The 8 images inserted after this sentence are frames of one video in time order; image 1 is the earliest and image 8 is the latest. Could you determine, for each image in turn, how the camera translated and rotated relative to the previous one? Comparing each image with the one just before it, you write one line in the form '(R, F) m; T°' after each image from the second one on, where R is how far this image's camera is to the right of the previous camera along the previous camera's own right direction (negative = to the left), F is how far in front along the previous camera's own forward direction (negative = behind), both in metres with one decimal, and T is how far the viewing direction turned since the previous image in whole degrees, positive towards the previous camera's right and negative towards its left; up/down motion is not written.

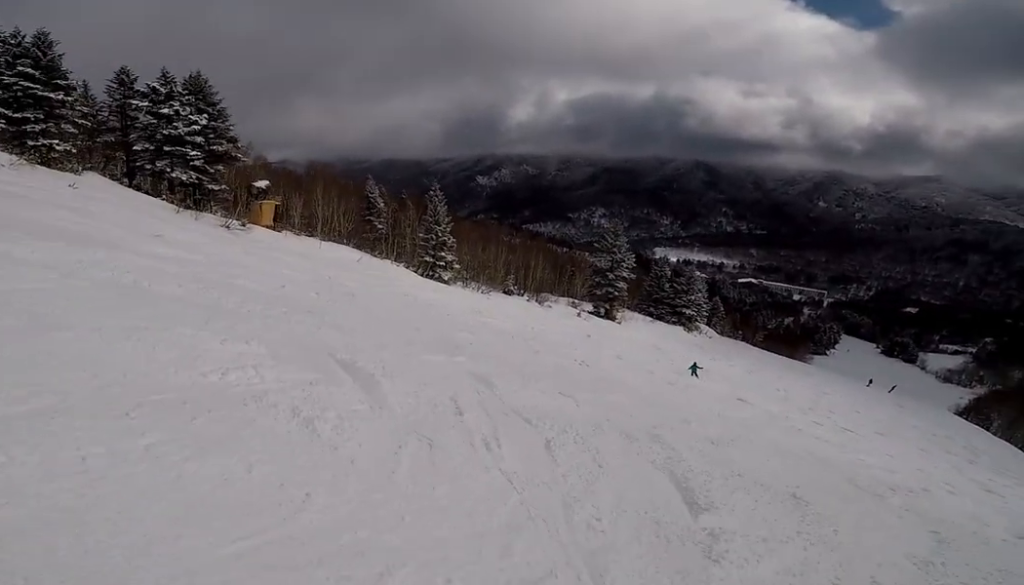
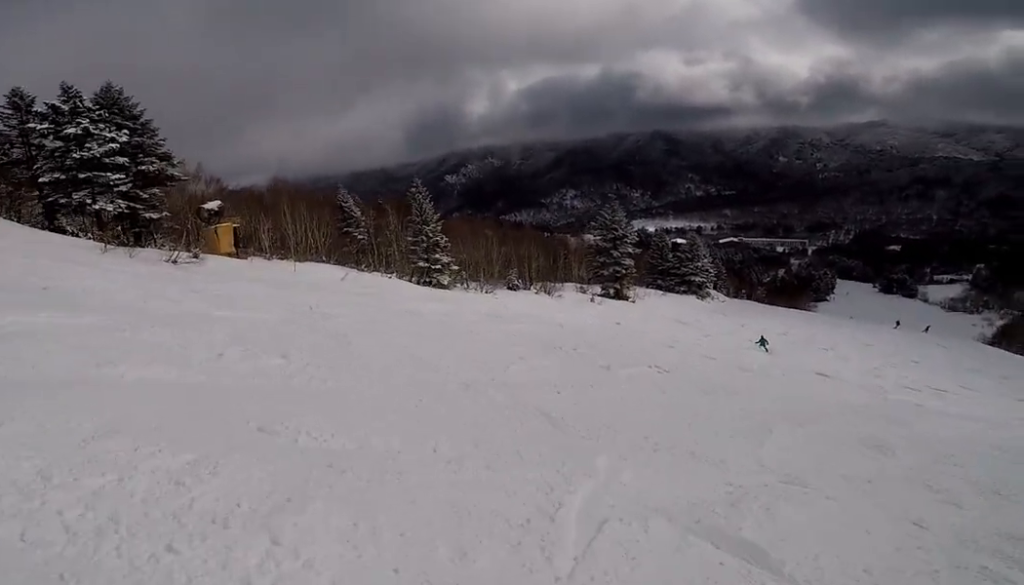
(0.0, +4.7) m; +11°
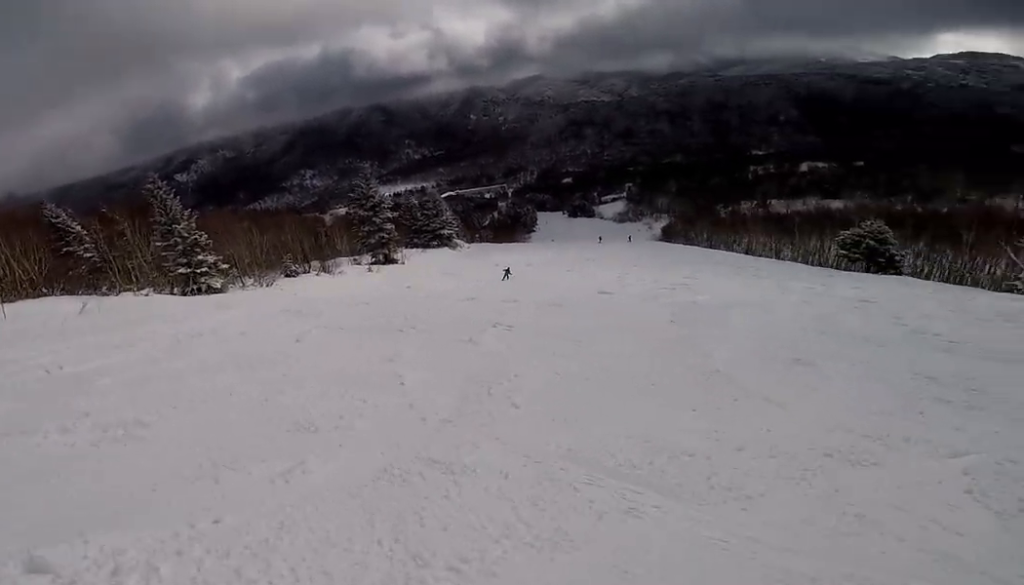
(+0.8, +3.5) m; +32°
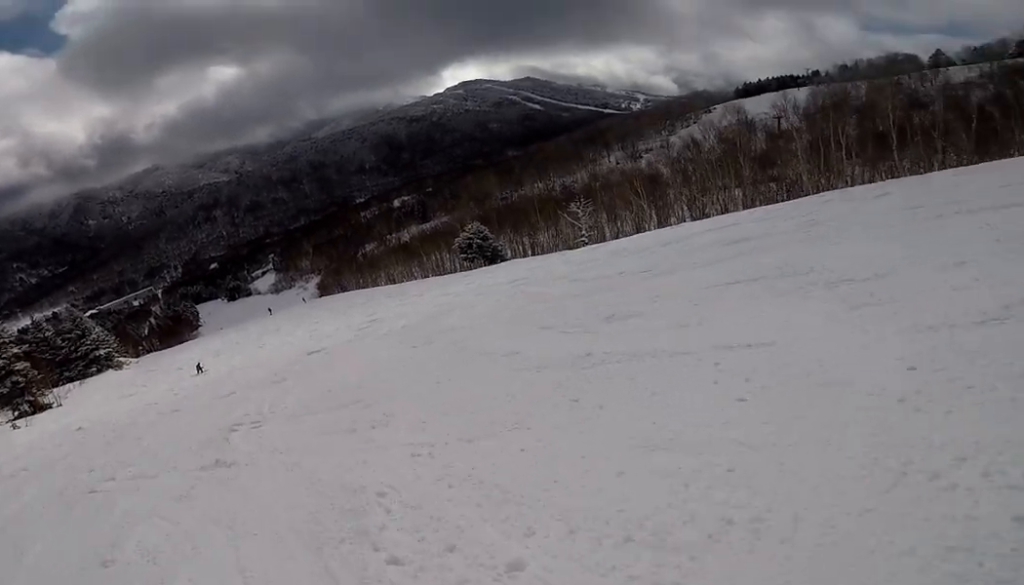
(+1.3, +3.9) m; +25°
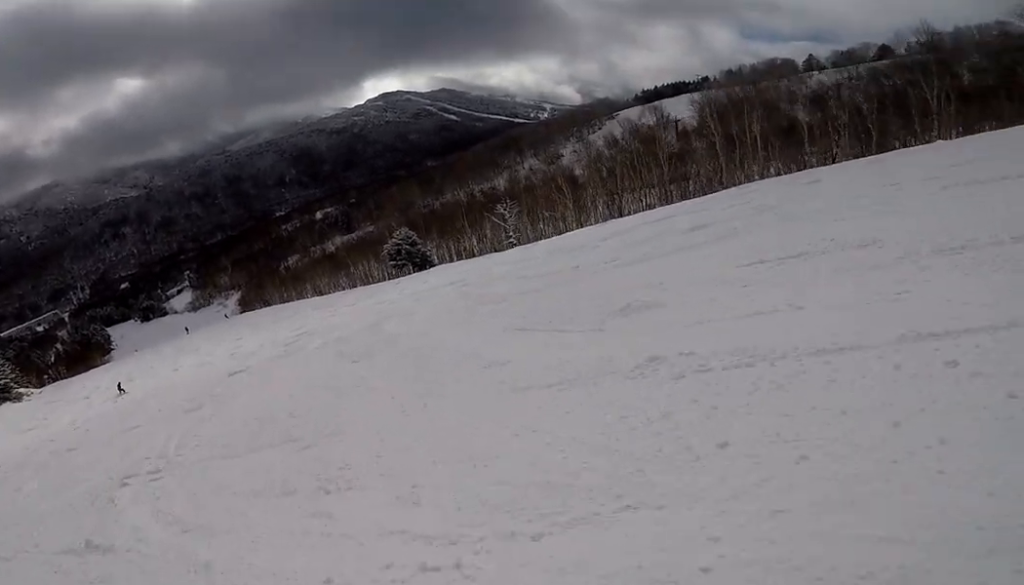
(+0.1, +2.2) m; +10°
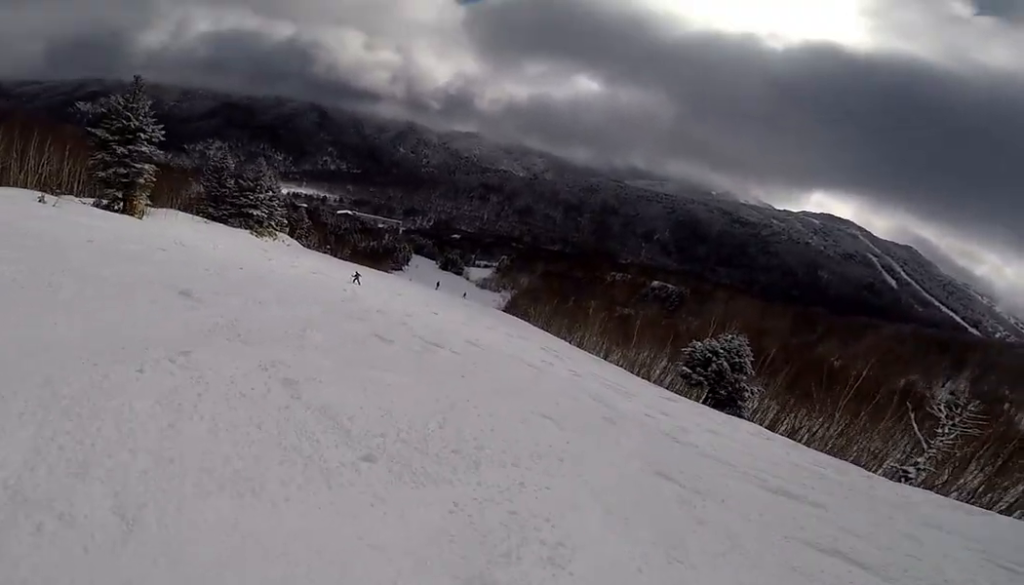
(-3.3, +11.7) m; -50°
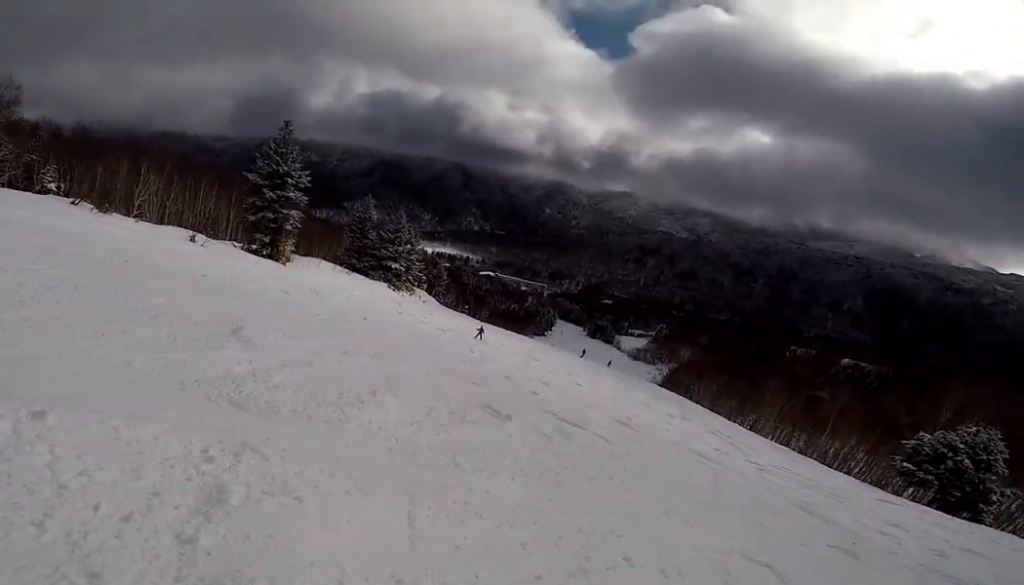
(-0.9, +2.6) m; -6°
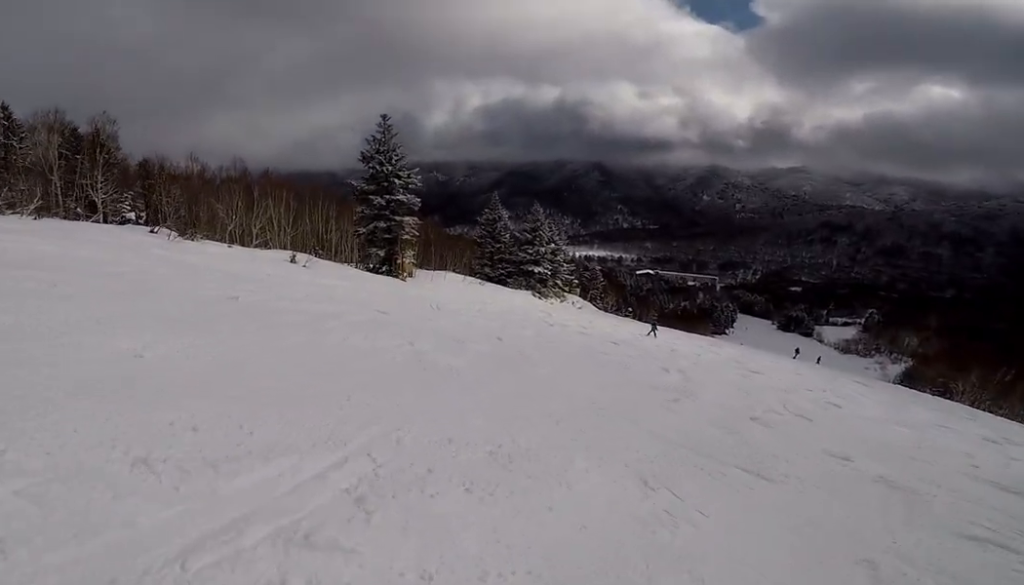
(+0.2, +6.9) m; 0°
